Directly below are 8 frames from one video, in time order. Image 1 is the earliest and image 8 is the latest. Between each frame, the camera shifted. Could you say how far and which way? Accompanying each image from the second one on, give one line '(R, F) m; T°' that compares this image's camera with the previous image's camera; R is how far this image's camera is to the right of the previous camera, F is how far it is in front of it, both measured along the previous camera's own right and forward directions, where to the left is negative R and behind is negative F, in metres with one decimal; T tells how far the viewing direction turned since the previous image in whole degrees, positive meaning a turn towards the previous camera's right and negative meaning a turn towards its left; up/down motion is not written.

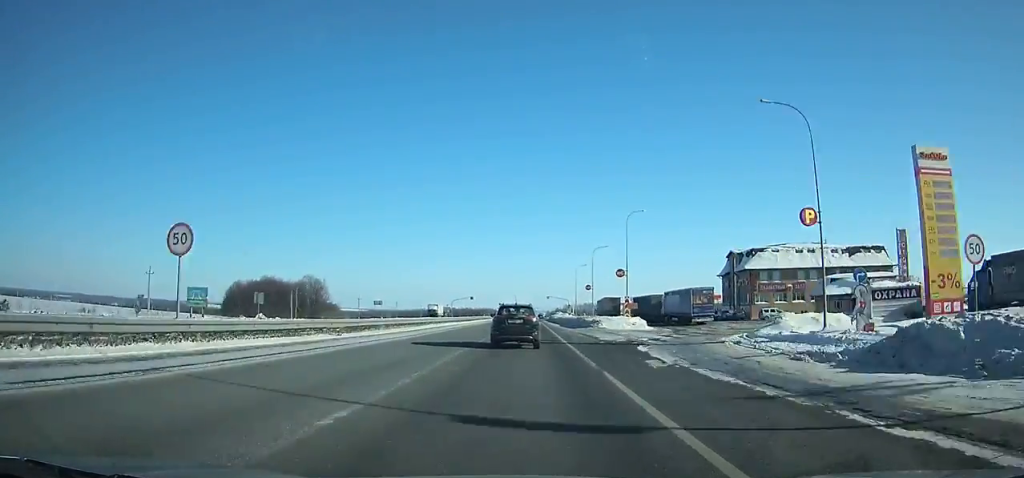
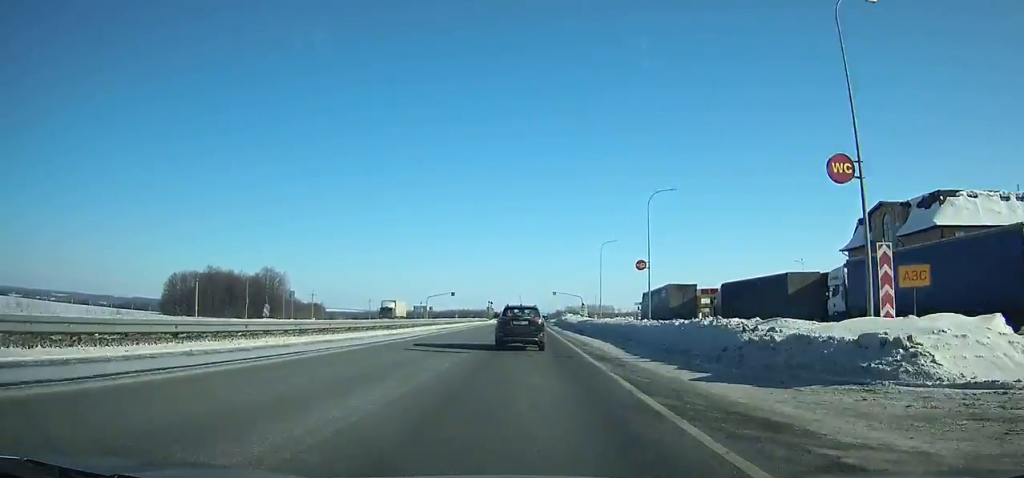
(+0.1, +44.0) m; 0°
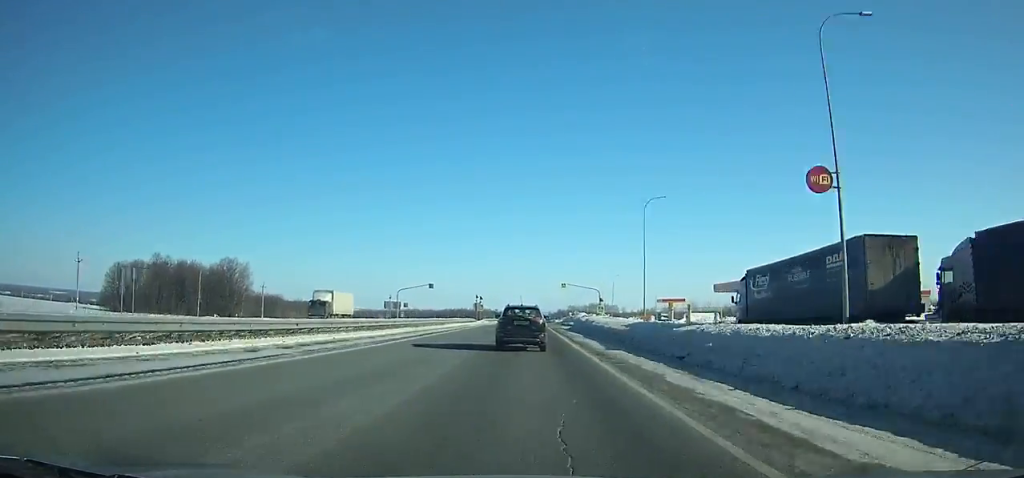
(-0.1, +31.0) m; 0°
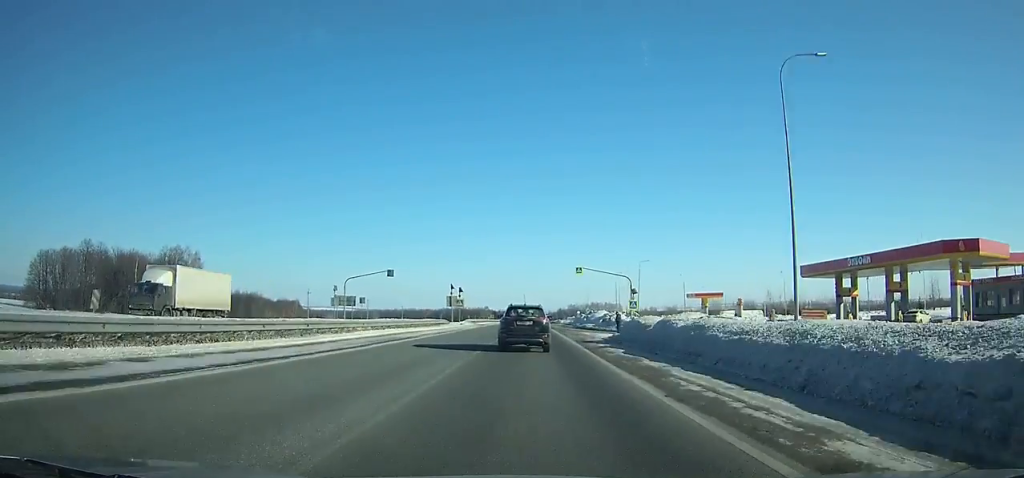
(-0.1, +31.1) m; 0°
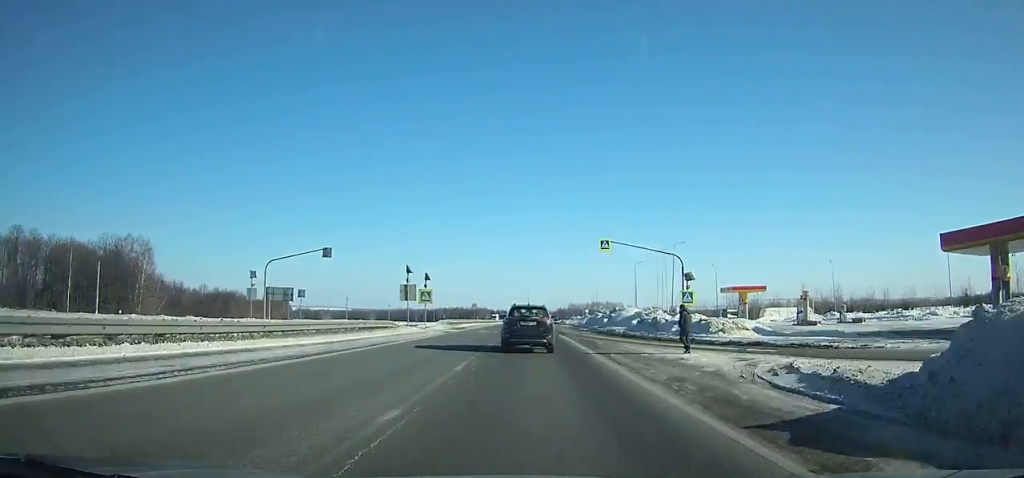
(+0.2, +23.0) m; 0°
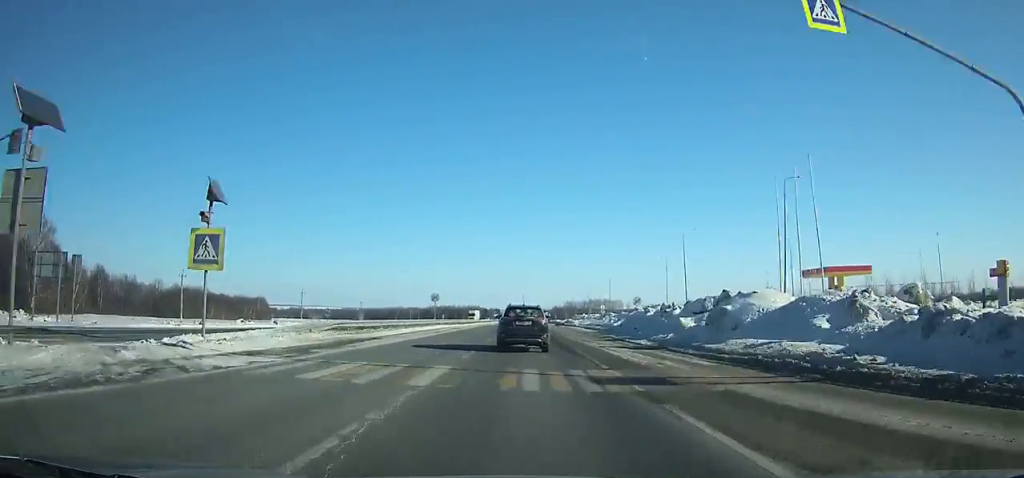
(+0.1, +34.7) m; 0°
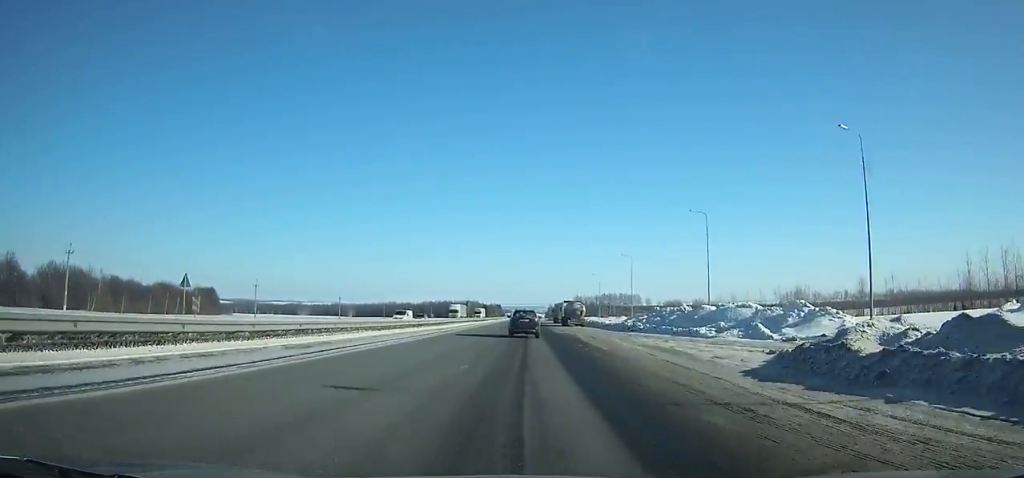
(-1.2, +92.0) m; -1°
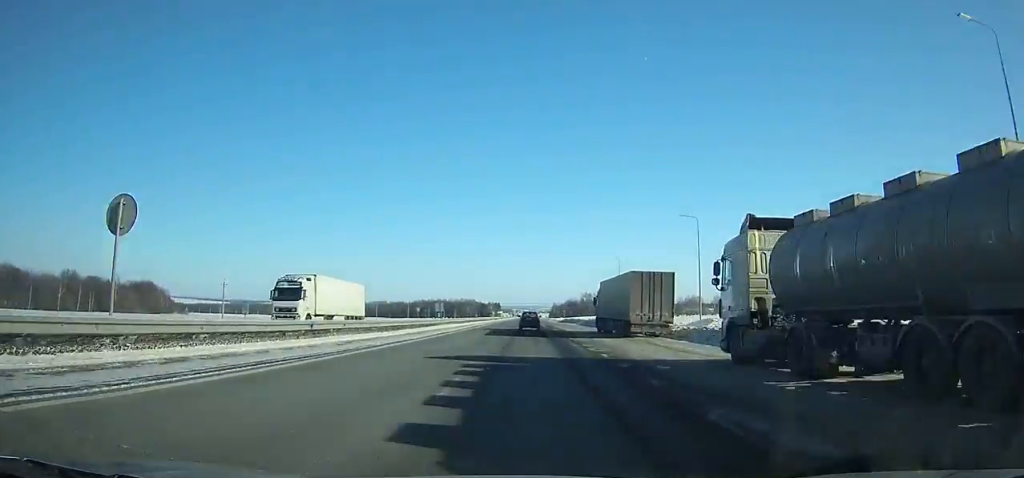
(+0.2, +76.4) m; 0°
